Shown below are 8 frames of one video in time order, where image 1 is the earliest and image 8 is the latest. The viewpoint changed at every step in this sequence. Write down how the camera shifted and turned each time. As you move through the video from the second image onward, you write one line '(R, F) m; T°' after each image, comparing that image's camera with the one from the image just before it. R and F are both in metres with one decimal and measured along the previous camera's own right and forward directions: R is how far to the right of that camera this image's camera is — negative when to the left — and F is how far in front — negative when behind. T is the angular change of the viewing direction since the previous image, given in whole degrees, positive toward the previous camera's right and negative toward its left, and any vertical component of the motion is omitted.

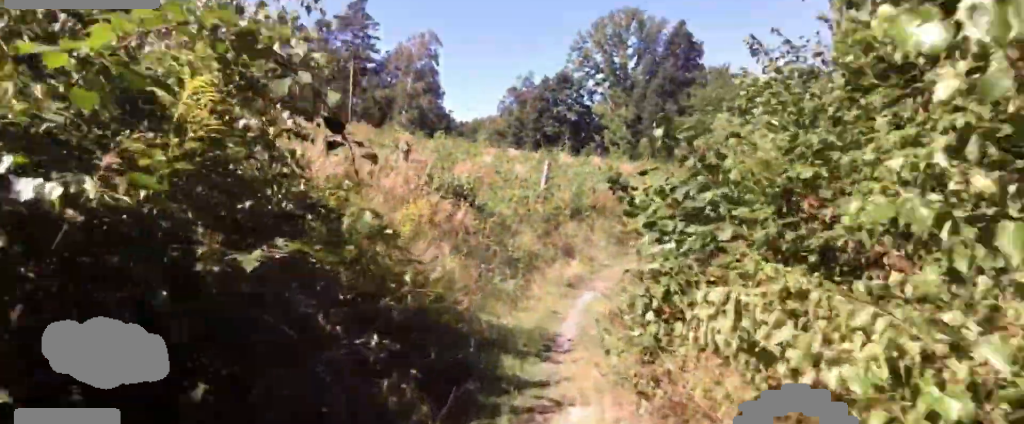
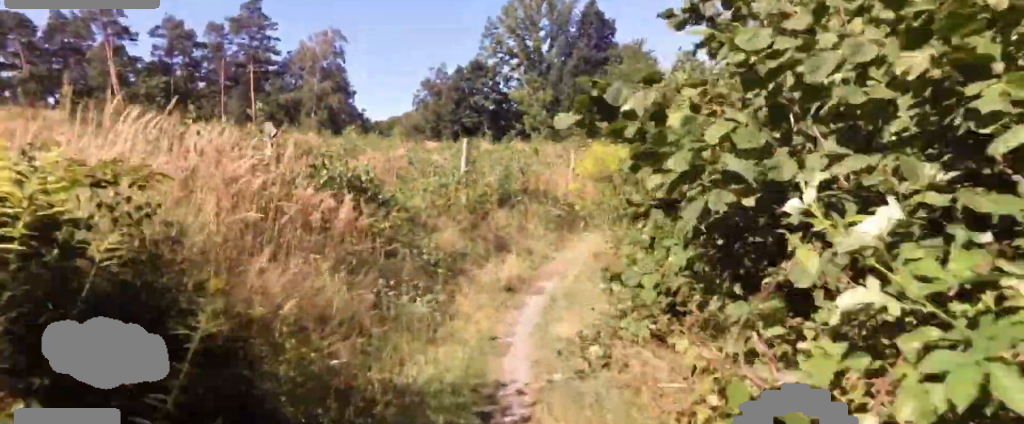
(0.0, +2.1) m; -2°
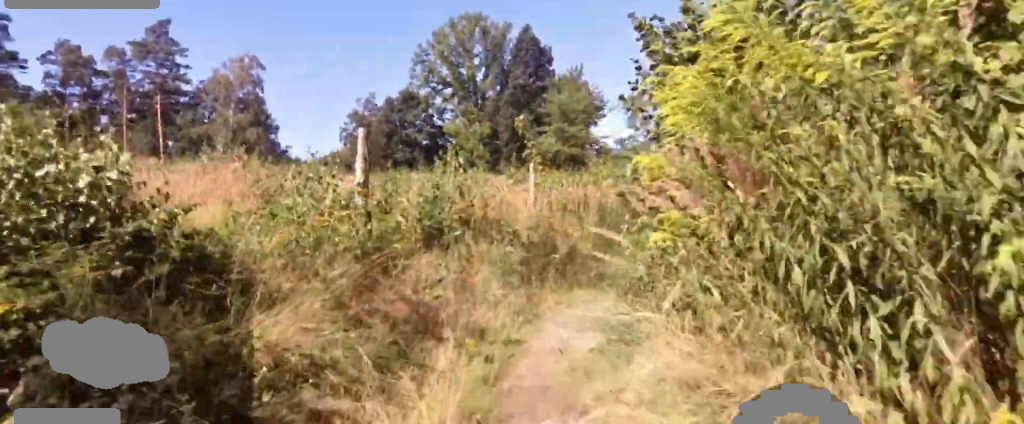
(-0.2, +4.9) m; -4°
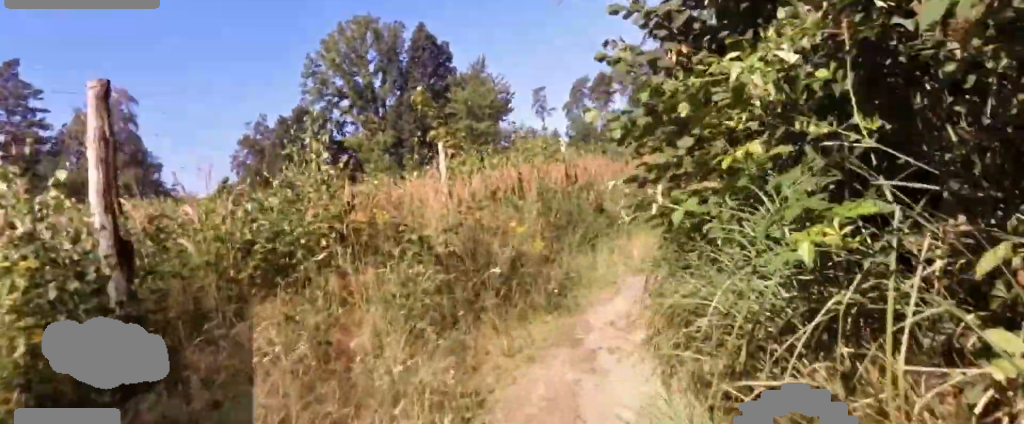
(-0.1, +3.1) m; -1°
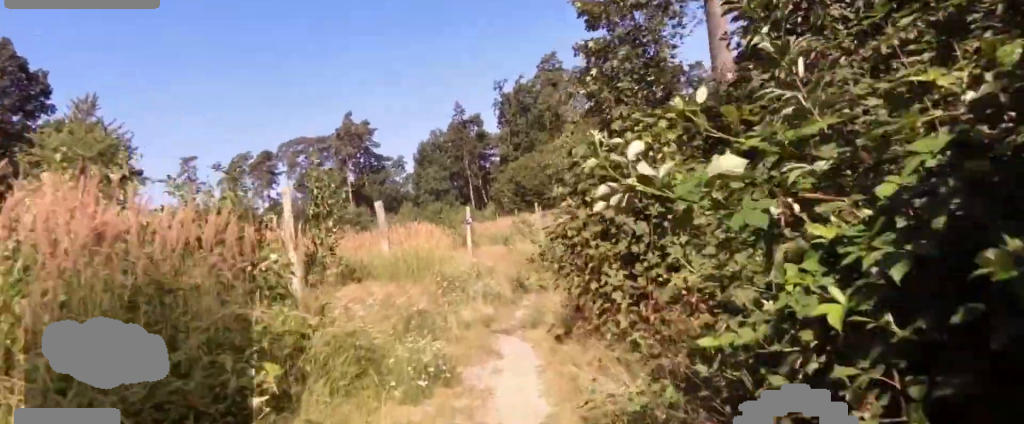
(0.0, +8.3) m; +13°
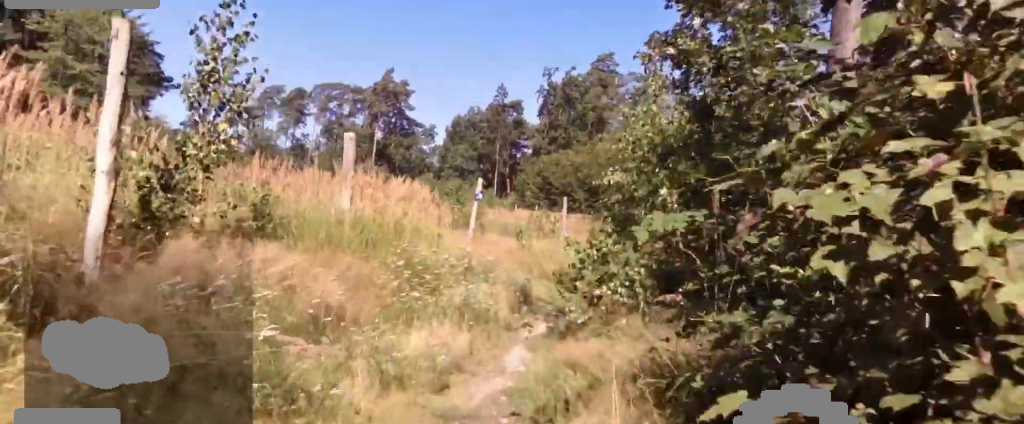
(+0.6, +3.9) m; +16°
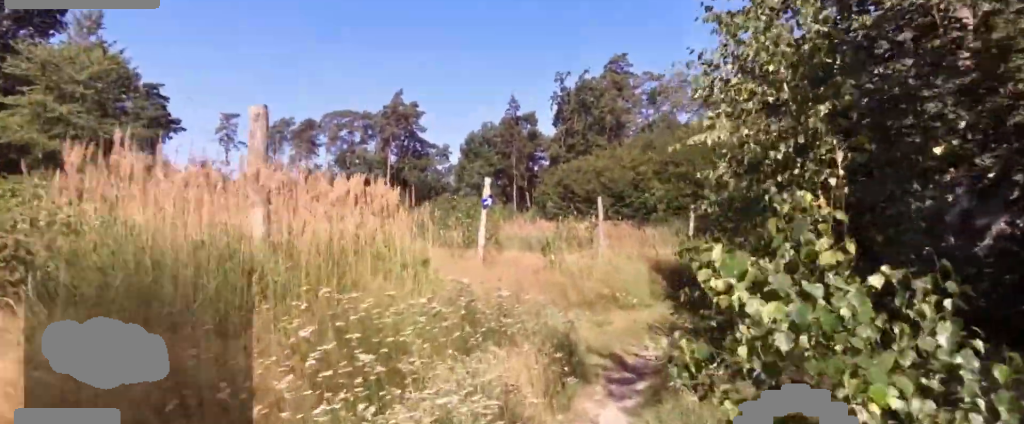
(+0.8, +3.5) m; +13°
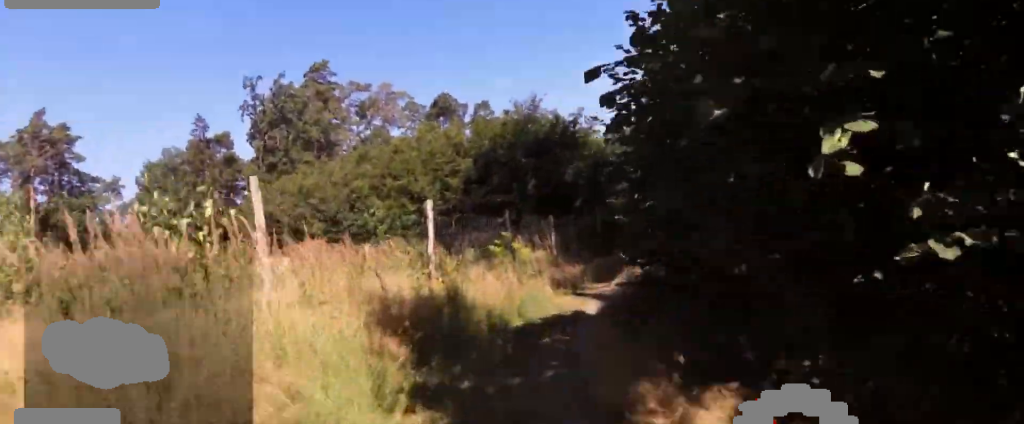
(+0.2, +6.8) m; +1°
